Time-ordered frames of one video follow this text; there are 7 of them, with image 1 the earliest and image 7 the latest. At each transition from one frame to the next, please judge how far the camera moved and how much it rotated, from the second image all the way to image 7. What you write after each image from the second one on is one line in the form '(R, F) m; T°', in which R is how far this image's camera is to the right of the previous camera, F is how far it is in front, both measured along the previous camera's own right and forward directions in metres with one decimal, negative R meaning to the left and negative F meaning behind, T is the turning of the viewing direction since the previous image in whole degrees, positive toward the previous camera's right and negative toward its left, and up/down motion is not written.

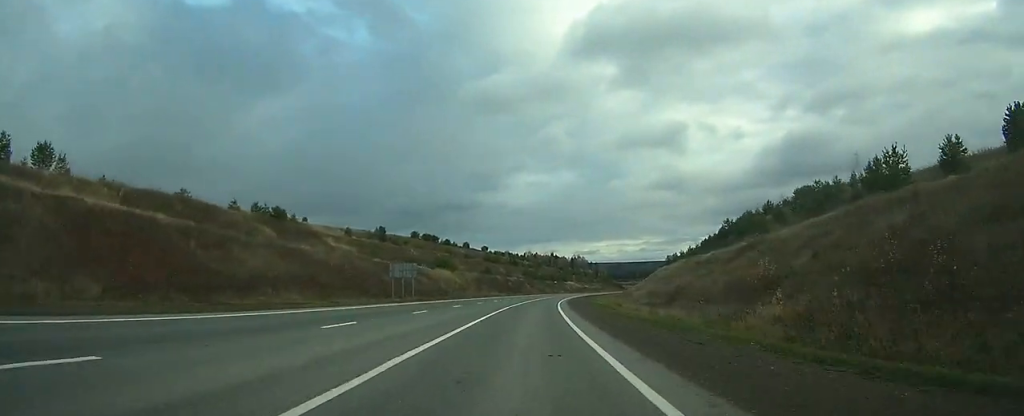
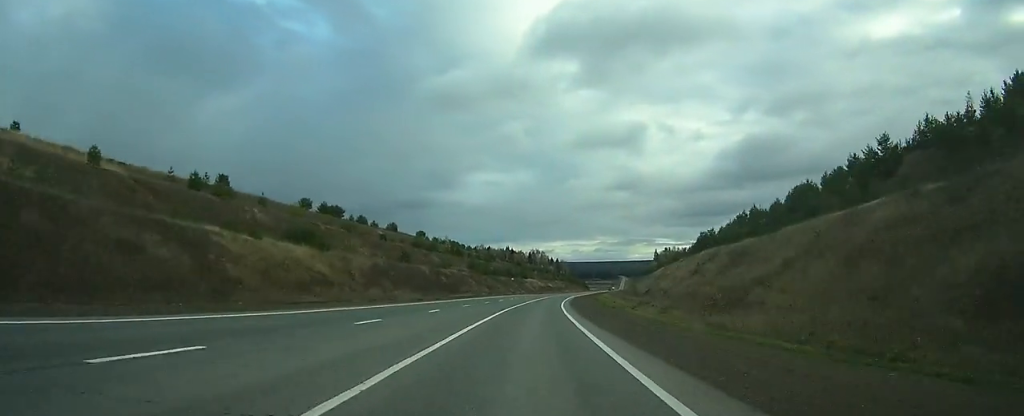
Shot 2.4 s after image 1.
(+1.8, +68.6) m; +4°
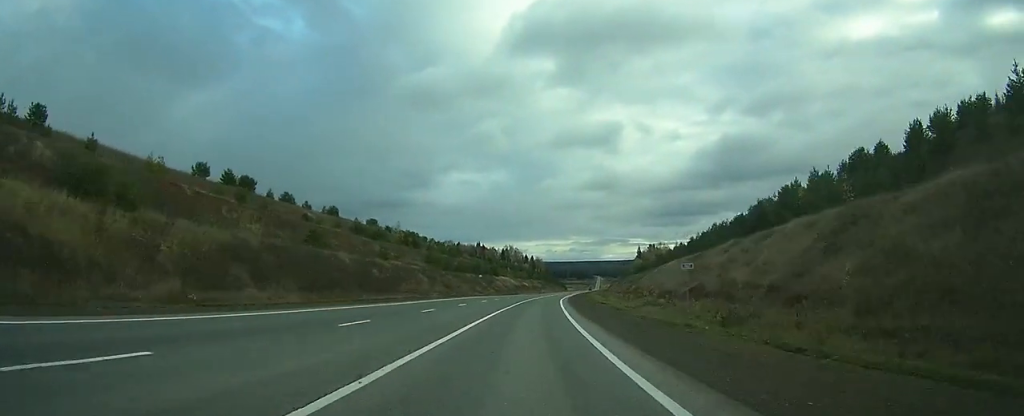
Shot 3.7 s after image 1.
(+1.0, +37.0) m; +2°
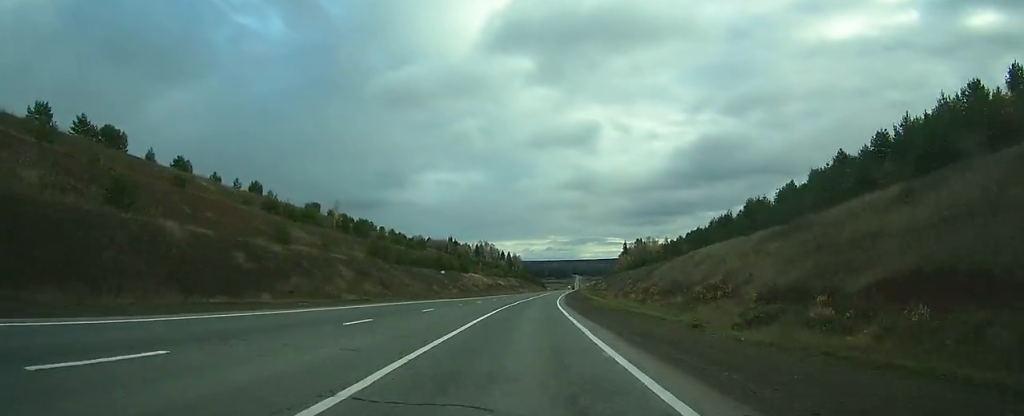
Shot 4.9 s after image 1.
(+0.5, +35.3) m; +2°
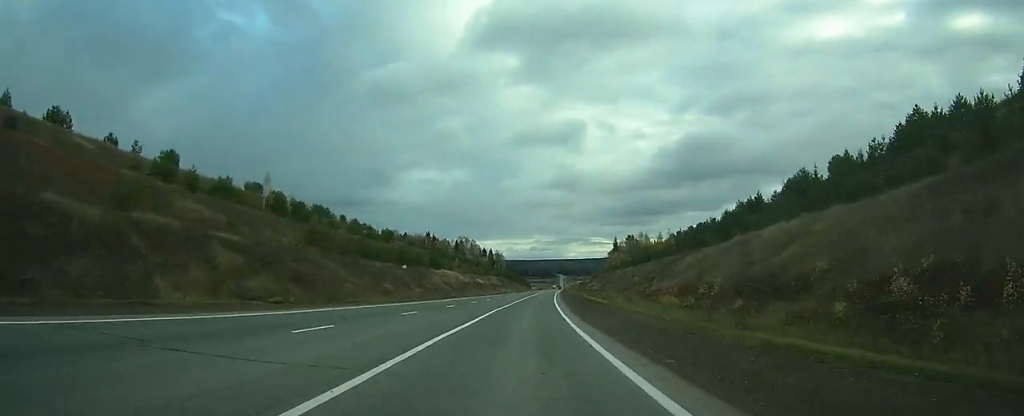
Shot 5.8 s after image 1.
(+0.5, +27.7) m; +2°
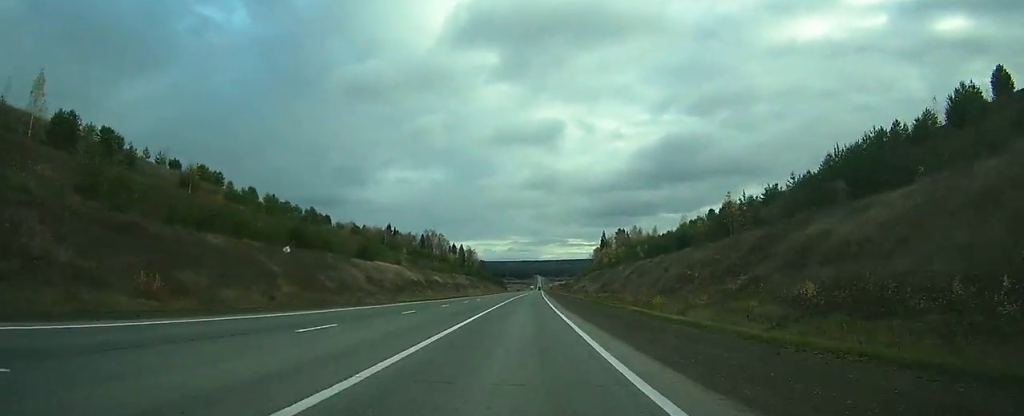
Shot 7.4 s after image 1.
(+1.2, +47.8) m; +2°
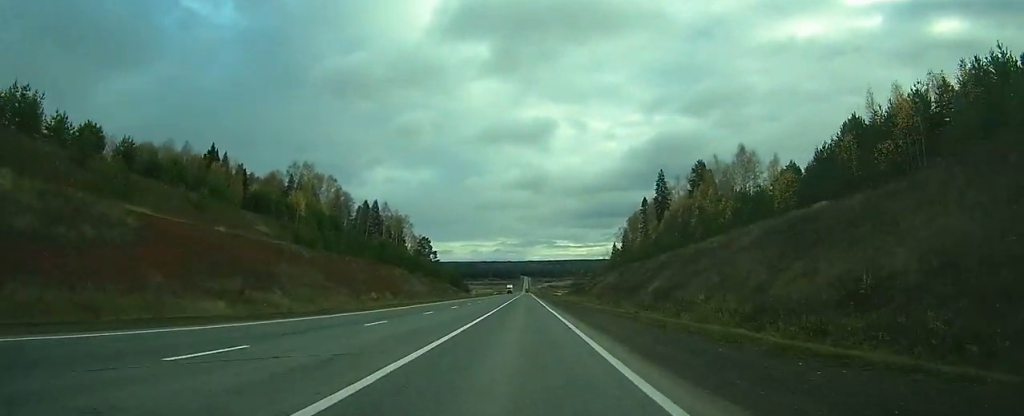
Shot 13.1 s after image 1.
(+7.1, +175.0) m; +3°
